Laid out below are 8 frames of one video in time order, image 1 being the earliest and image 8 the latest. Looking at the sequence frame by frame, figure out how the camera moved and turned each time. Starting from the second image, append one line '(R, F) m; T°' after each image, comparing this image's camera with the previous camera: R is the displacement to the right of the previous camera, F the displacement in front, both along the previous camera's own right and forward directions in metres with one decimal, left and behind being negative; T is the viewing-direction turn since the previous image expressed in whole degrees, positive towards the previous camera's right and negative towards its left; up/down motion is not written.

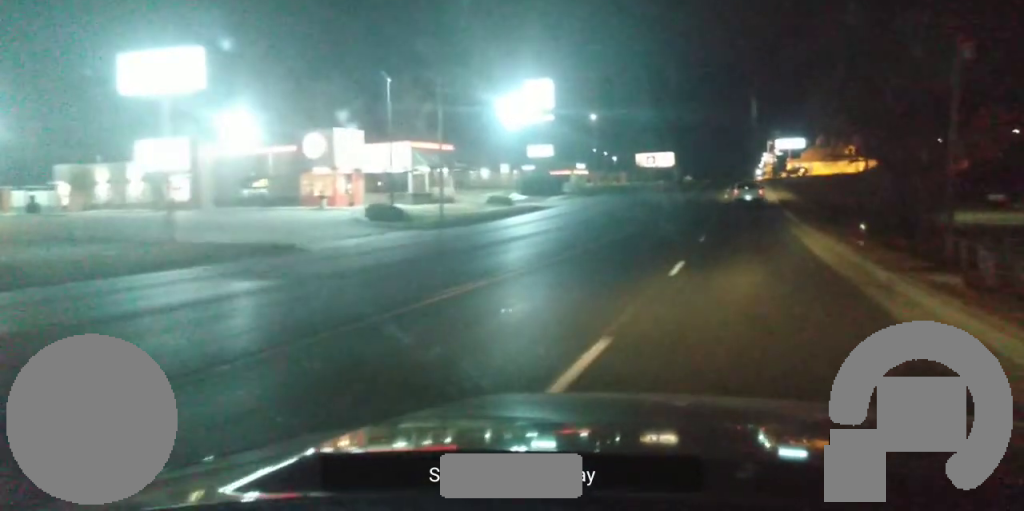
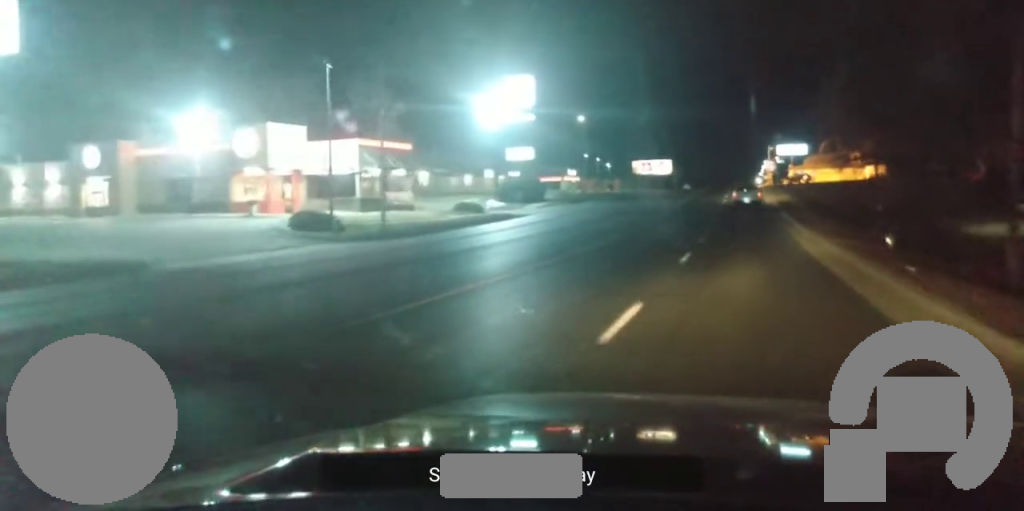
(0.0, +8.8) m; 0°
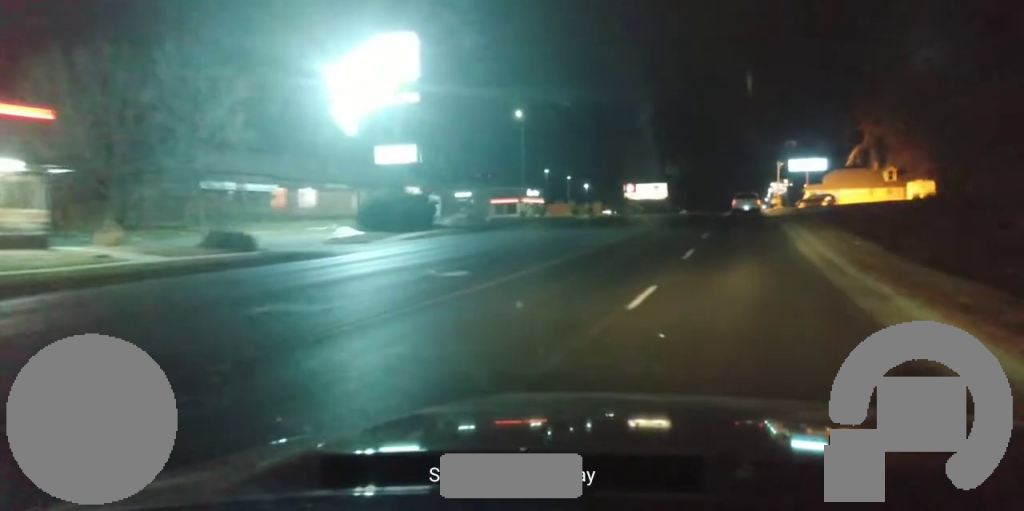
(-0.2, +33.1) m; -1°
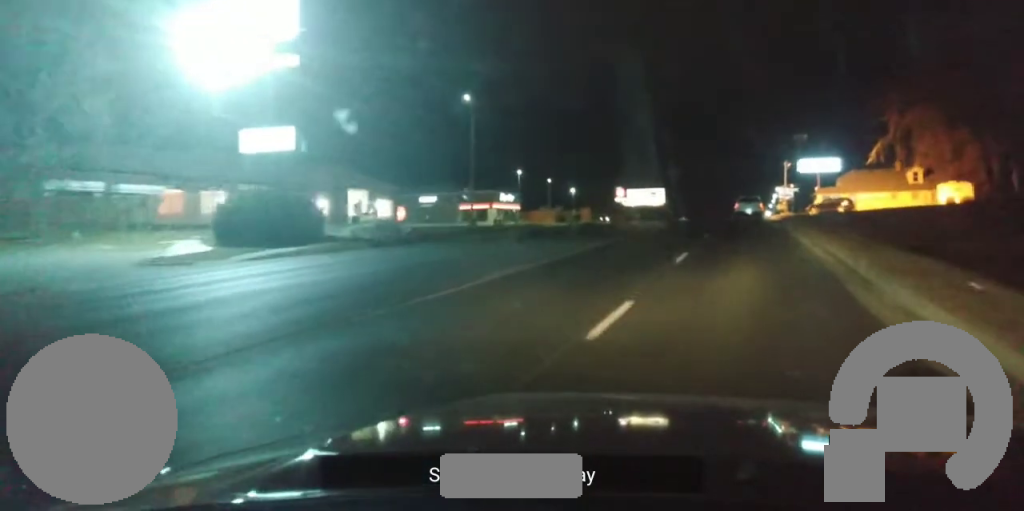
(-0.1, +15.4) m; 0°
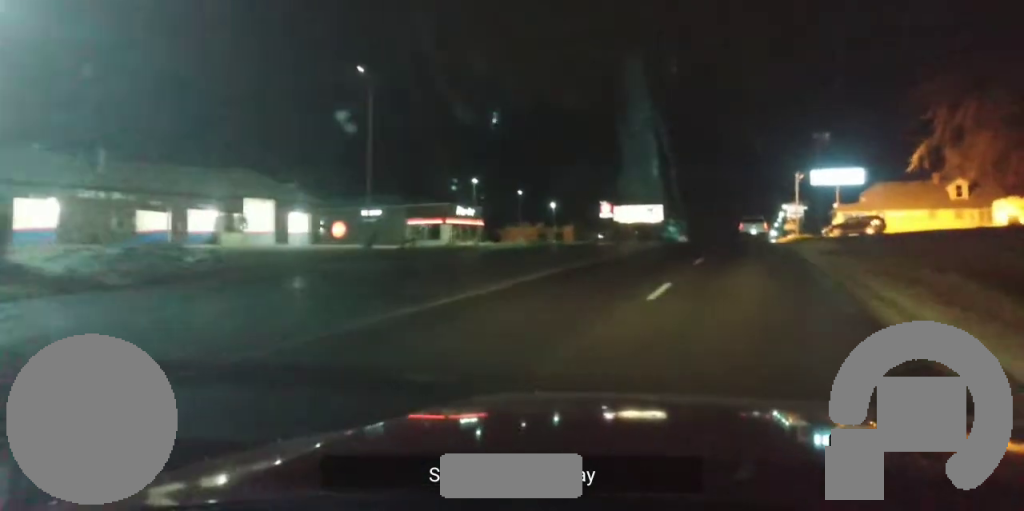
(-0.1, +18.6) m; -1°
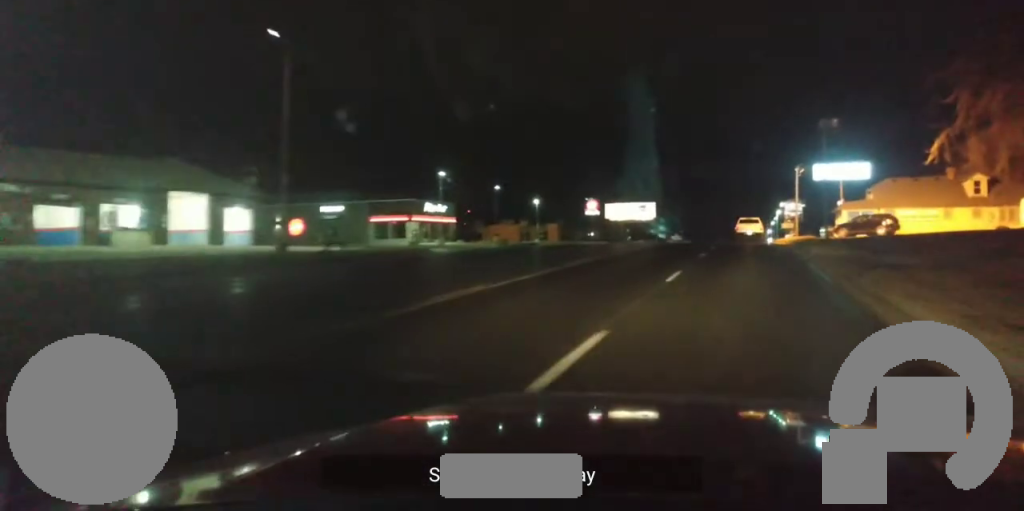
(-0.3, +8.2) m; 0°
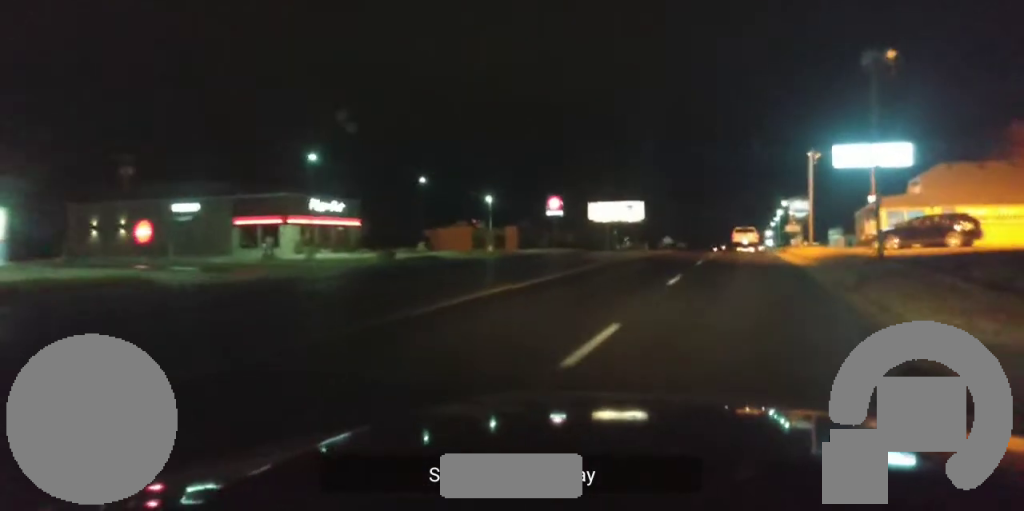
(+1.3, +23.1) m; +6°
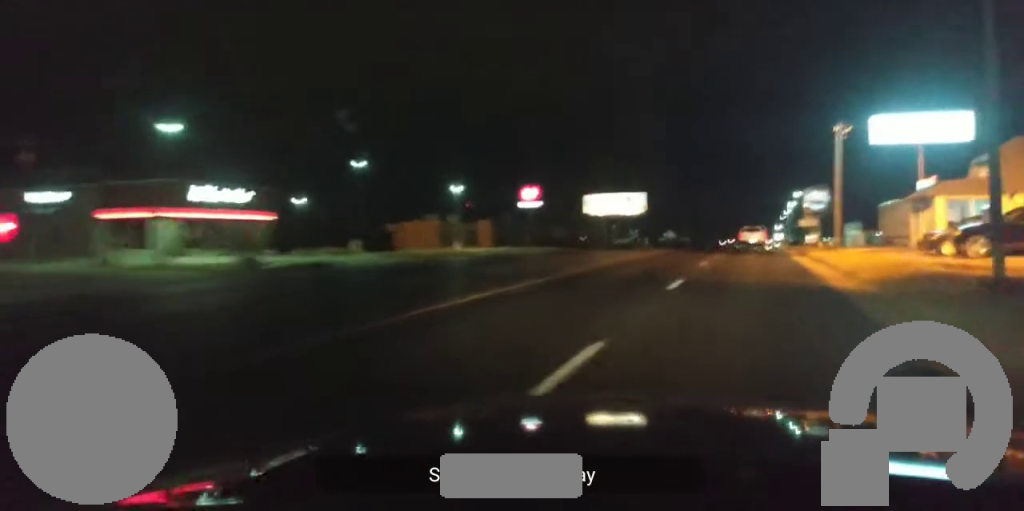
(+0.7, +14.5) m; -1°
